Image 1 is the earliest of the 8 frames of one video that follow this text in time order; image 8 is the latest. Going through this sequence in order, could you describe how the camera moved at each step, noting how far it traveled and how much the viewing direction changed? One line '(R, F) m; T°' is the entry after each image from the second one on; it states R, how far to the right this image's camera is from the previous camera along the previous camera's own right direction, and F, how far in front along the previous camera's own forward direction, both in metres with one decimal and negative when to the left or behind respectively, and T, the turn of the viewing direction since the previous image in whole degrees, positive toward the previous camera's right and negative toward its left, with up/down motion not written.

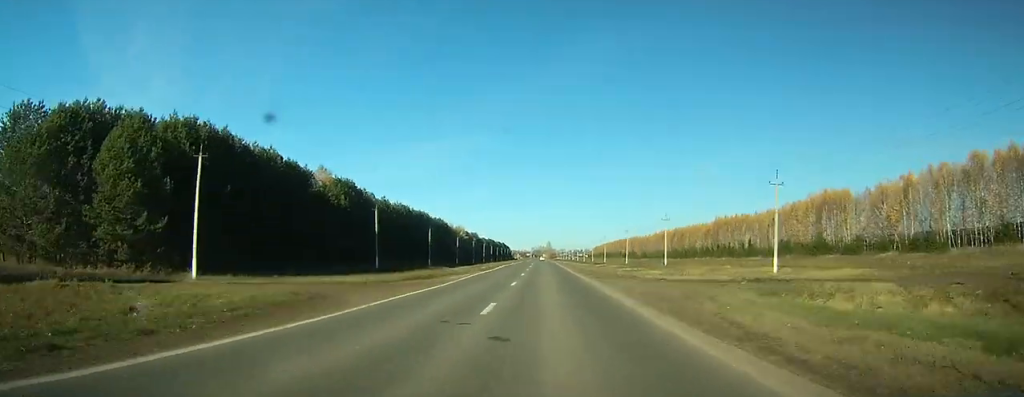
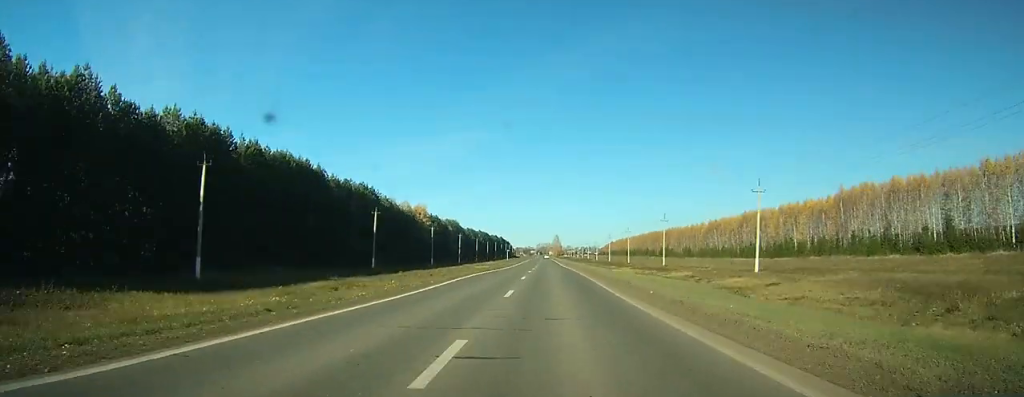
(-0.4, +87.6) m; -1°
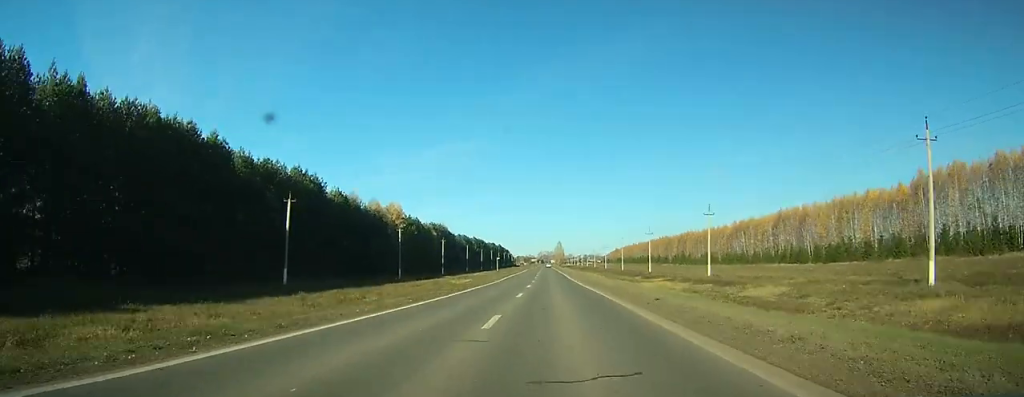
(0.0, +29.8) m; 0°
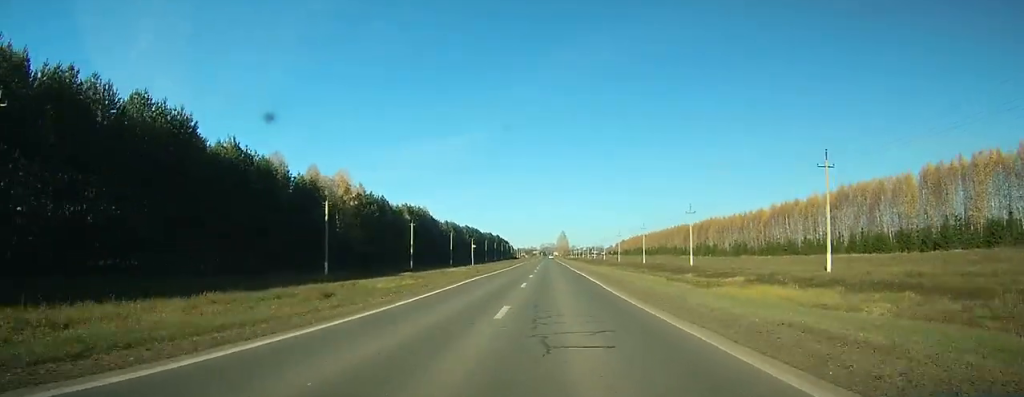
(-0.1, +36.0) m; 0°
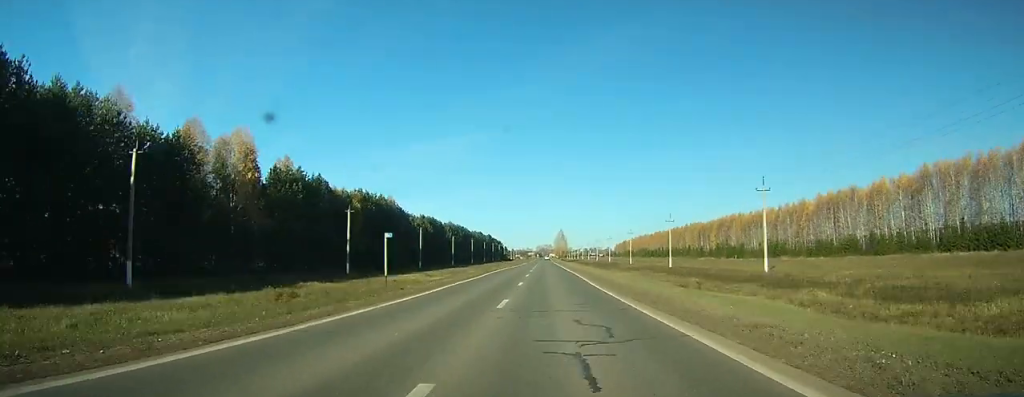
(+0.1, +33.1) m; 0°
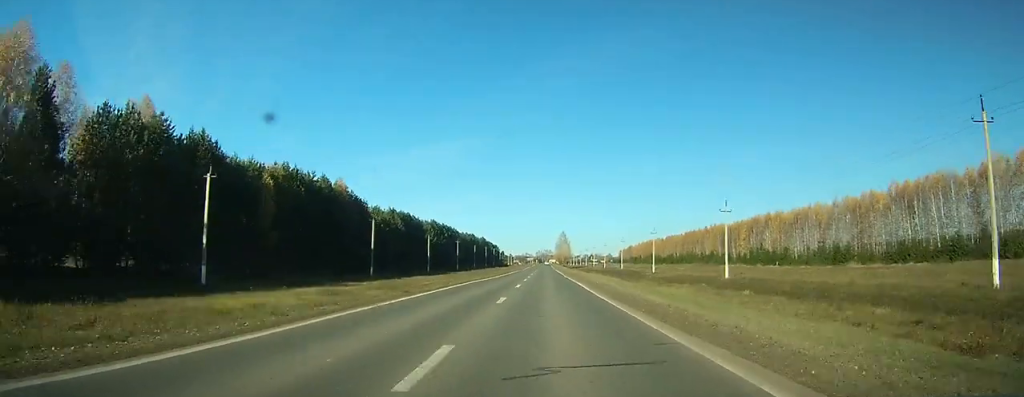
(0.0, +31.8) m; 0°
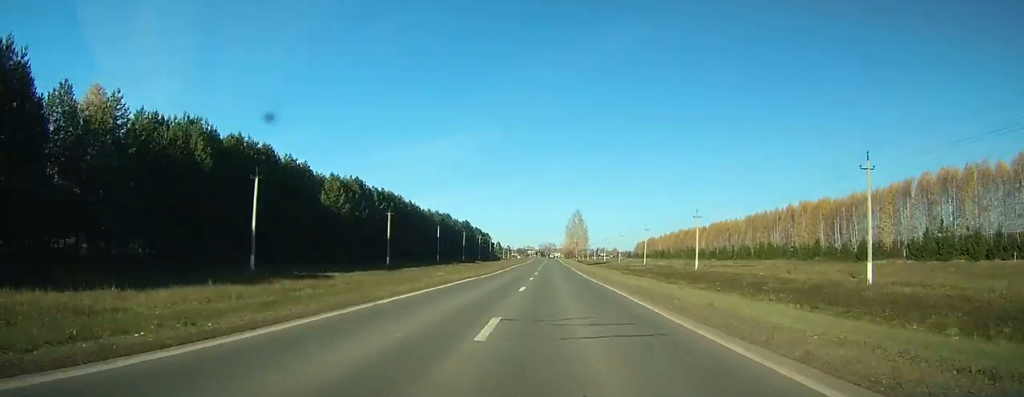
(-0.2, +71.2) m; 0°
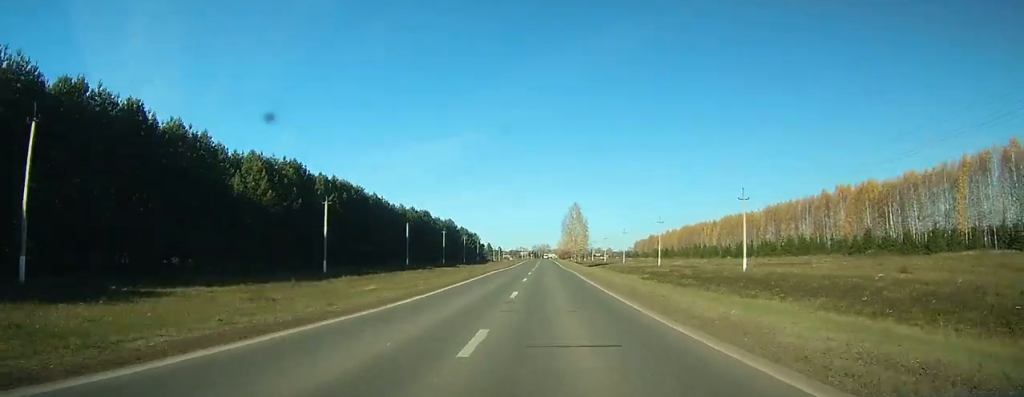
(+0.1, +21.9) m; 0°
